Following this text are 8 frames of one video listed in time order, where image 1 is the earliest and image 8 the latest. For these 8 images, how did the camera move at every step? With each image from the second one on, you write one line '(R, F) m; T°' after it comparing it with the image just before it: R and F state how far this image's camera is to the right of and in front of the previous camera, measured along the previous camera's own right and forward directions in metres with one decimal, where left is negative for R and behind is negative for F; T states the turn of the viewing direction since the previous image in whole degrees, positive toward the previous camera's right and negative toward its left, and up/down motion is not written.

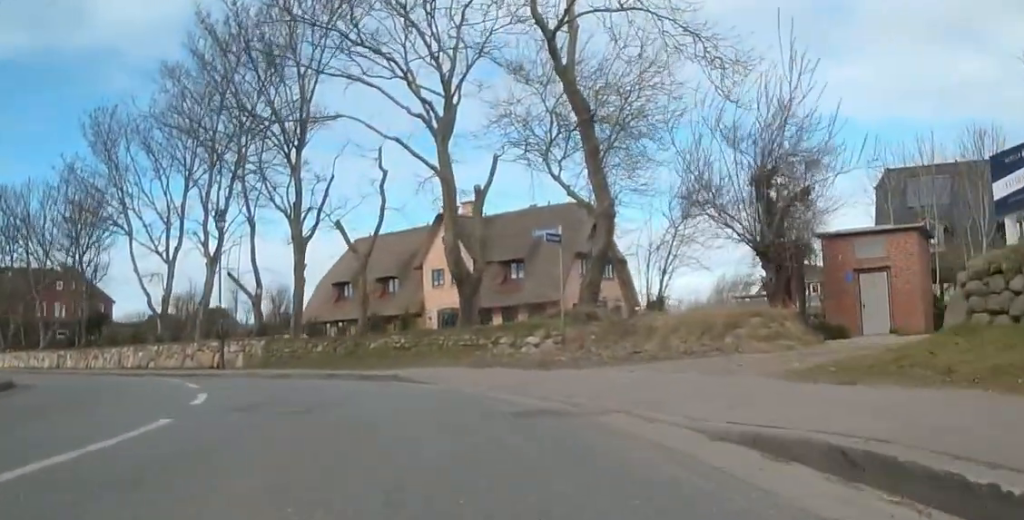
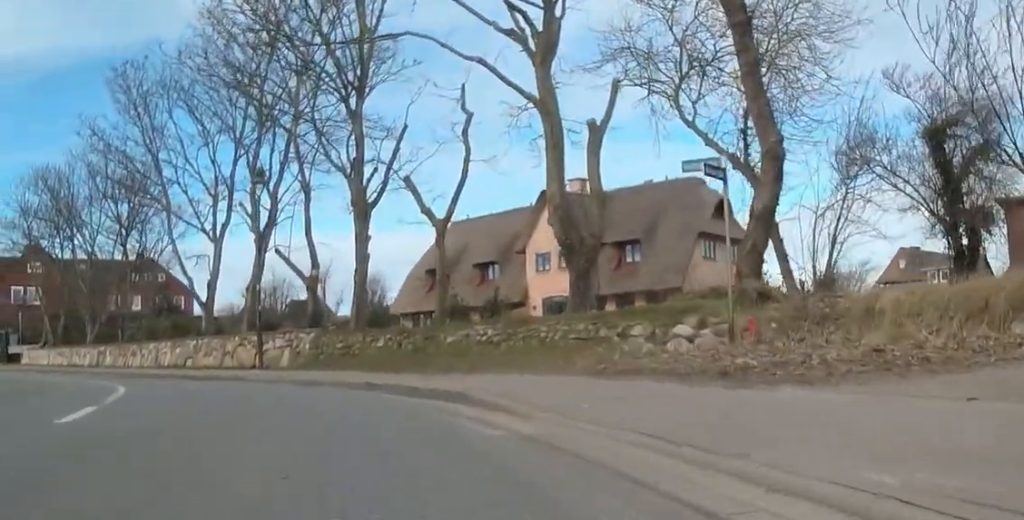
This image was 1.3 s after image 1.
(-0.2, +5.8) m; -10°
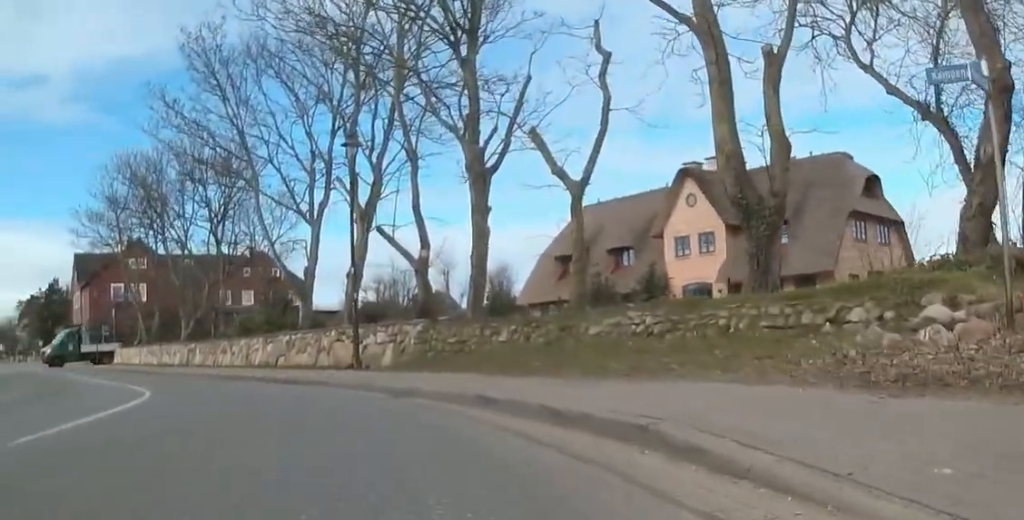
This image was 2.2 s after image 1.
(-0.4, +3.9) m; -10°
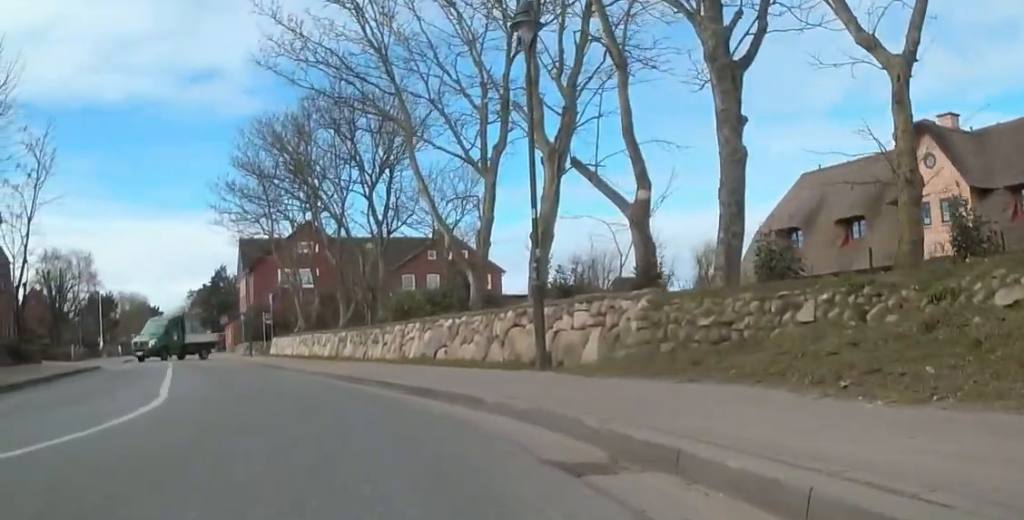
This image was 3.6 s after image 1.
(-0.6, +6.4) m; -11°
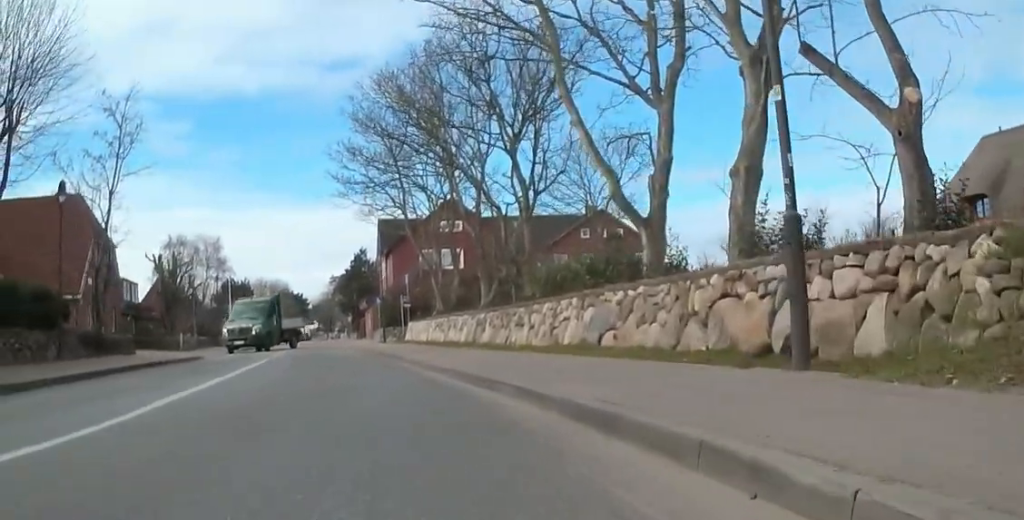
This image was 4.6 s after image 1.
(-0.6, +4.7) m; +2°
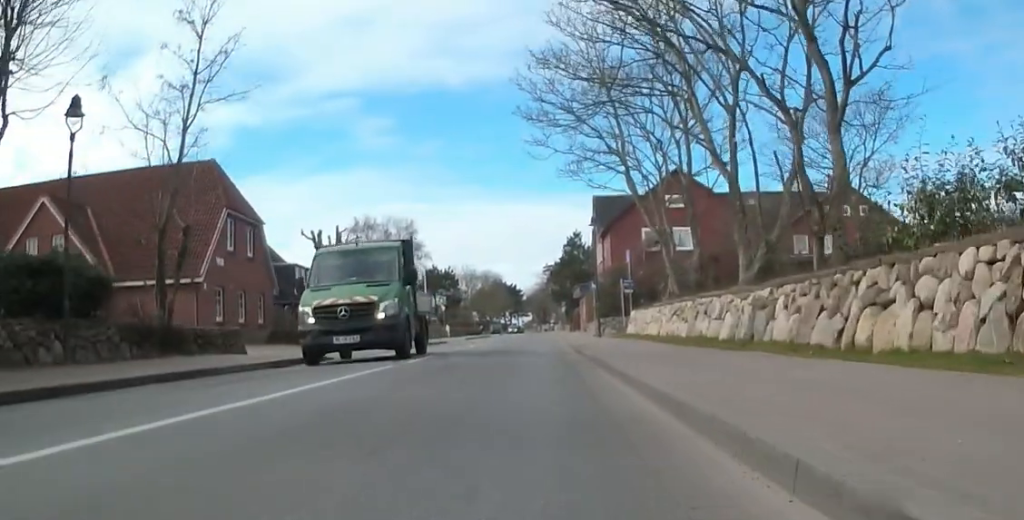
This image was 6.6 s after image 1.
(+1.7, +8.8) m; +13°
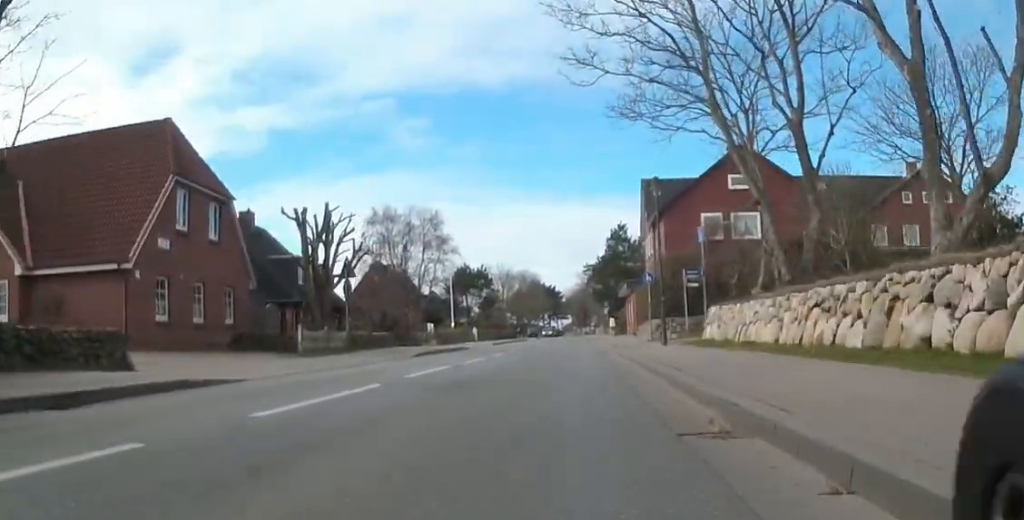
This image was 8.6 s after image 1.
(0.0, +8.4) m; 0°
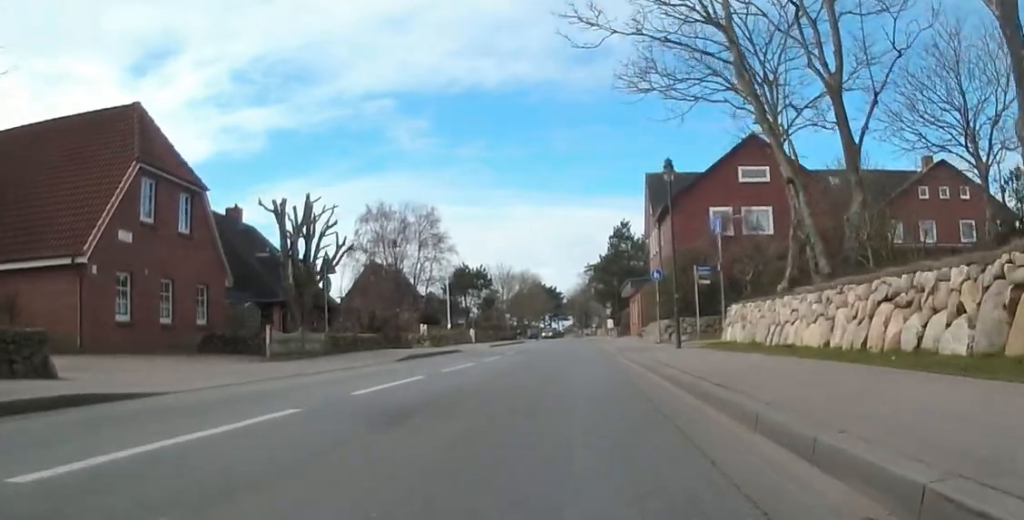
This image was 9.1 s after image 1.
(0.0, +2.5) m; 0°
